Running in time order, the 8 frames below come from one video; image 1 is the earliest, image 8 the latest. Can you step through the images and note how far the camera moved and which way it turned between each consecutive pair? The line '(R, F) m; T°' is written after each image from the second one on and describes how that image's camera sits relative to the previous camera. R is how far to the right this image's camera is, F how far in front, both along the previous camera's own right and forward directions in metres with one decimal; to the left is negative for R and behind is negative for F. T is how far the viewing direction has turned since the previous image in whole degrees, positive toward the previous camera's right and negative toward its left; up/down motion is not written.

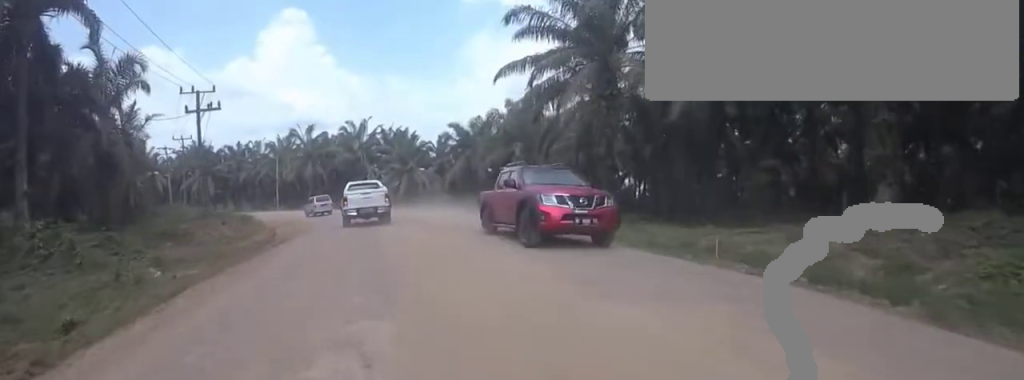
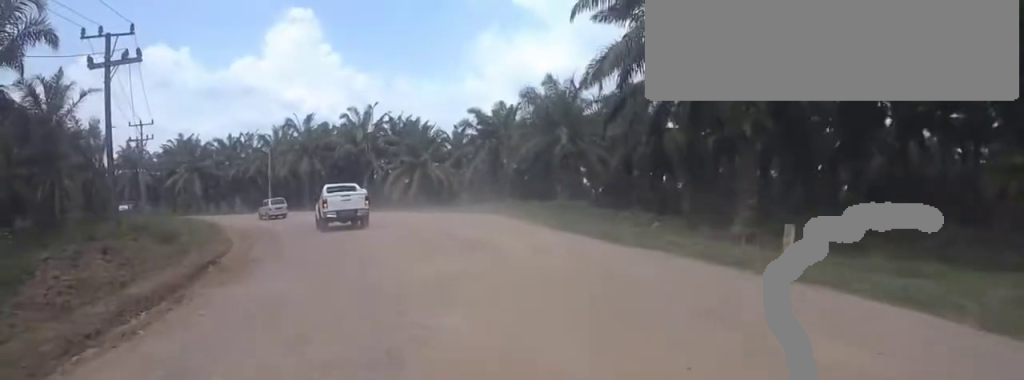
(-1.9, +9.9) m; -8°
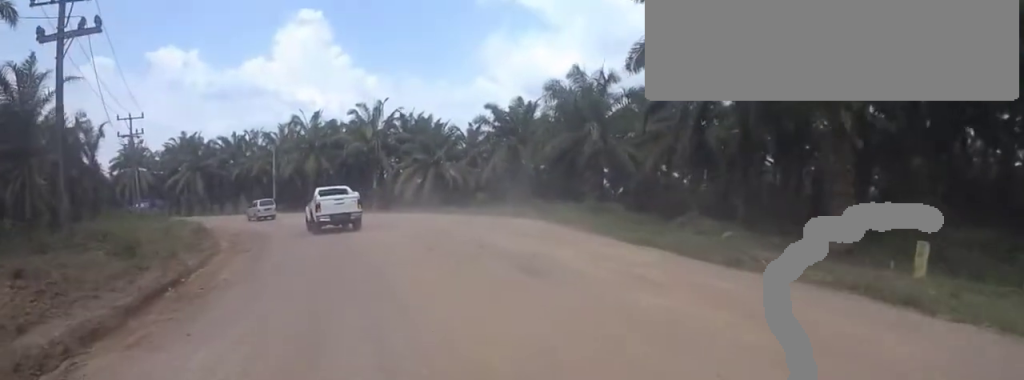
(+0.3, +3.7) m; +4°
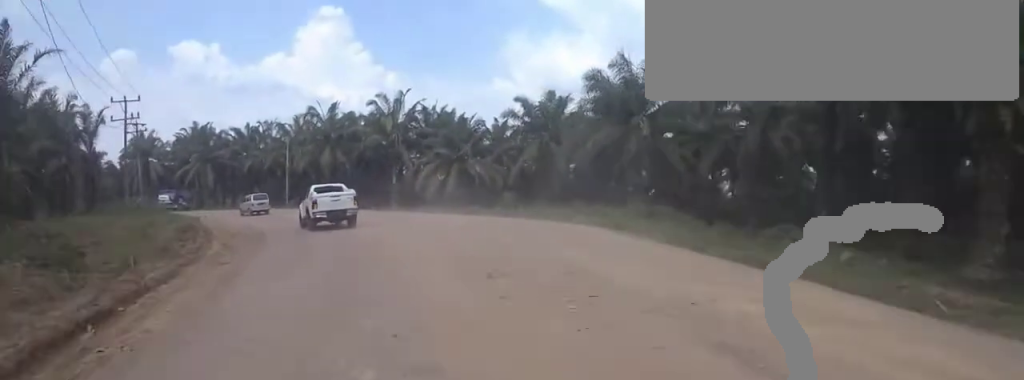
(+0.1, +3.9) m; +1°
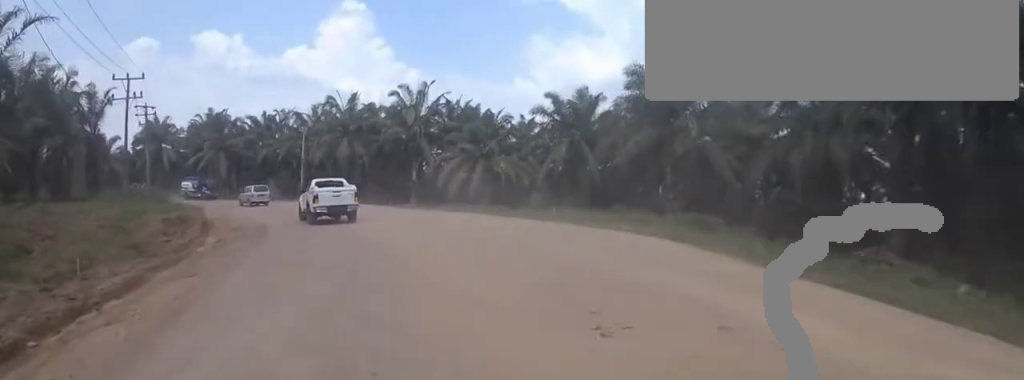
(0.0, +2.8) m; 0°
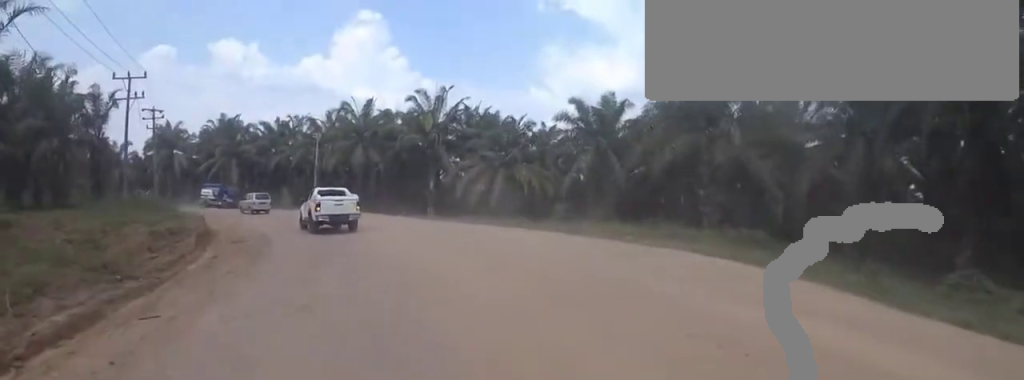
(0.0, +2.1) m; -1°
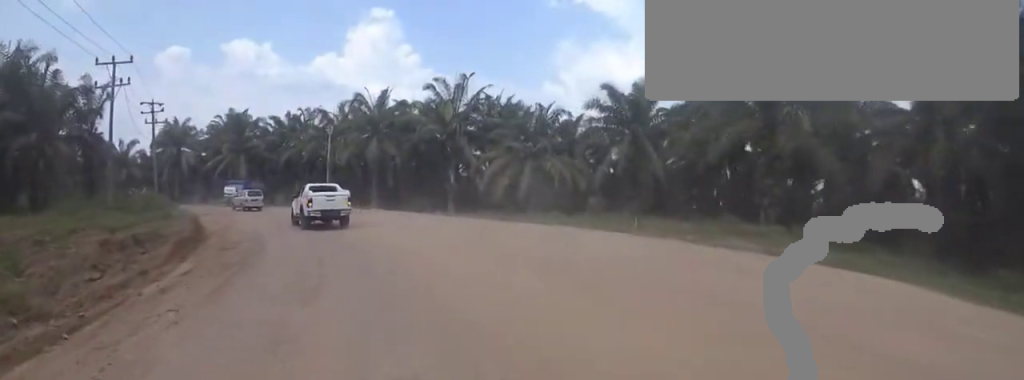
(0.0, +3.3) m; -3°
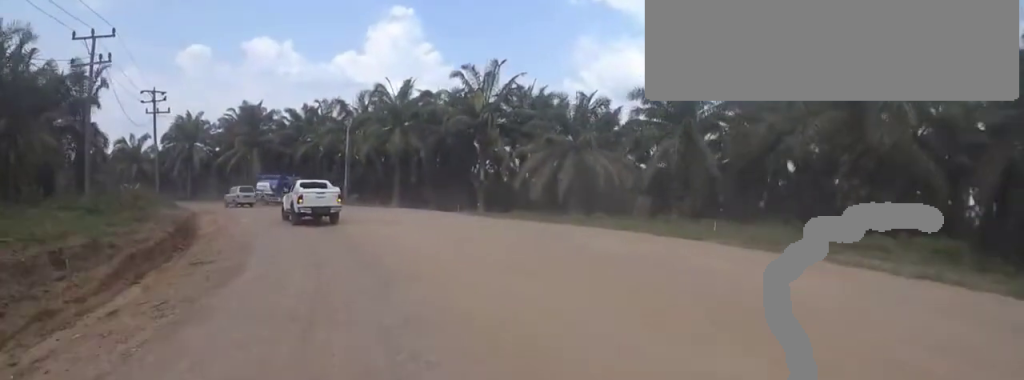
(-0.2, +4.1) m; -7°
